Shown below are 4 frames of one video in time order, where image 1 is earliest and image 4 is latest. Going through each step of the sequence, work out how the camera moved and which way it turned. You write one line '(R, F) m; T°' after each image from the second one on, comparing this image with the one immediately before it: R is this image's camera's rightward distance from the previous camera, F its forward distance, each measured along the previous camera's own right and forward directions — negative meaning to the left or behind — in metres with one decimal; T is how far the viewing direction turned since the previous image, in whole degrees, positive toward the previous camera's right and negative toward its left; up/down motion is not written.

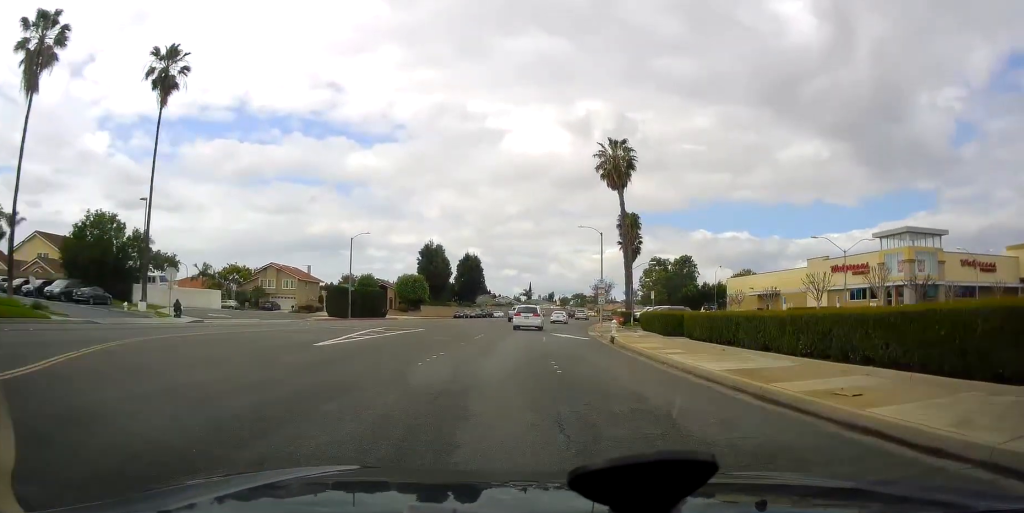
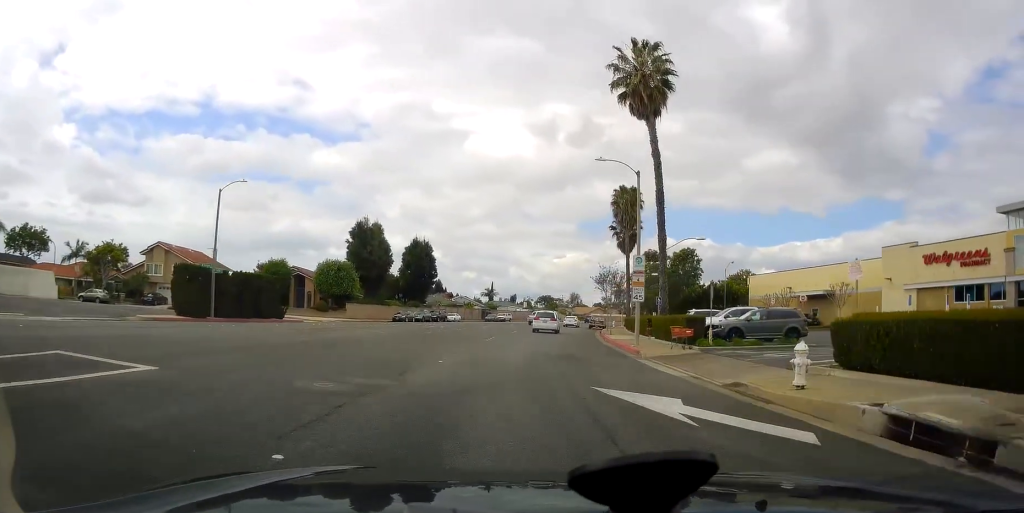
(+0.9, +27.2) m; +4°
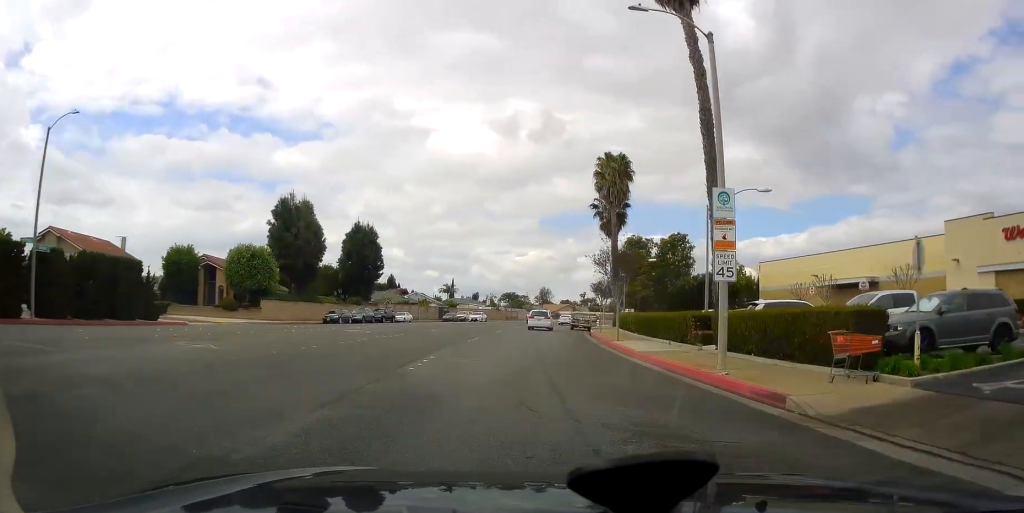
(+0.2, +15.9) m; +3°
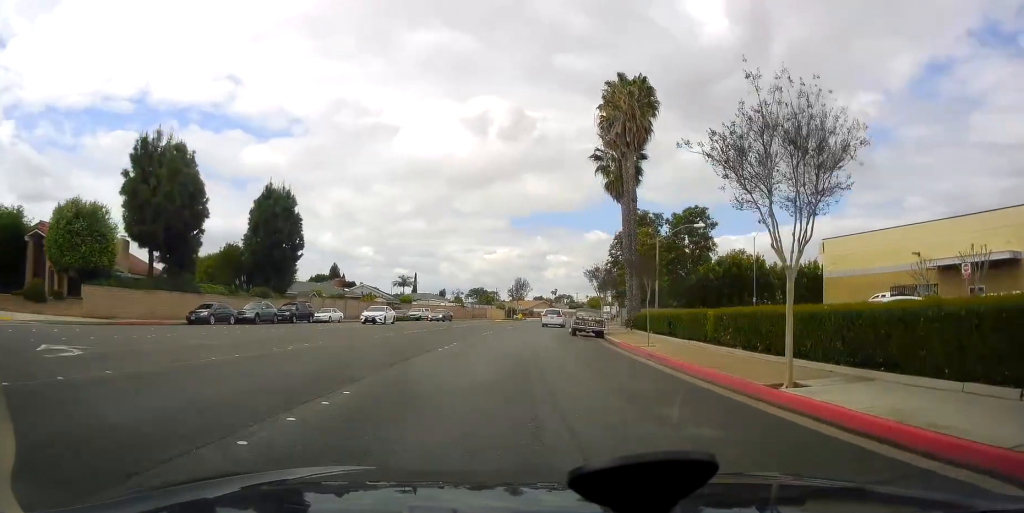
(+0.8, +22.2) m; +3°
